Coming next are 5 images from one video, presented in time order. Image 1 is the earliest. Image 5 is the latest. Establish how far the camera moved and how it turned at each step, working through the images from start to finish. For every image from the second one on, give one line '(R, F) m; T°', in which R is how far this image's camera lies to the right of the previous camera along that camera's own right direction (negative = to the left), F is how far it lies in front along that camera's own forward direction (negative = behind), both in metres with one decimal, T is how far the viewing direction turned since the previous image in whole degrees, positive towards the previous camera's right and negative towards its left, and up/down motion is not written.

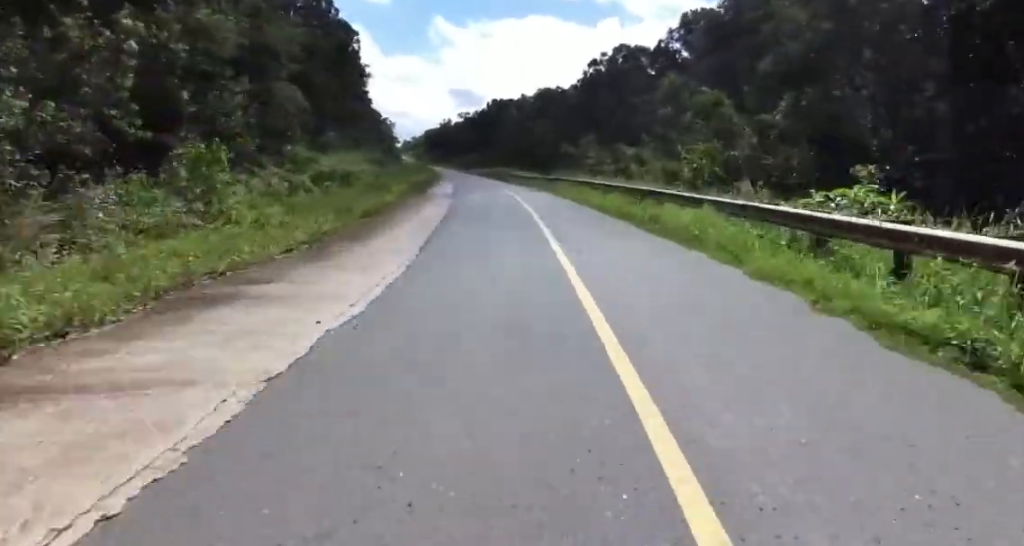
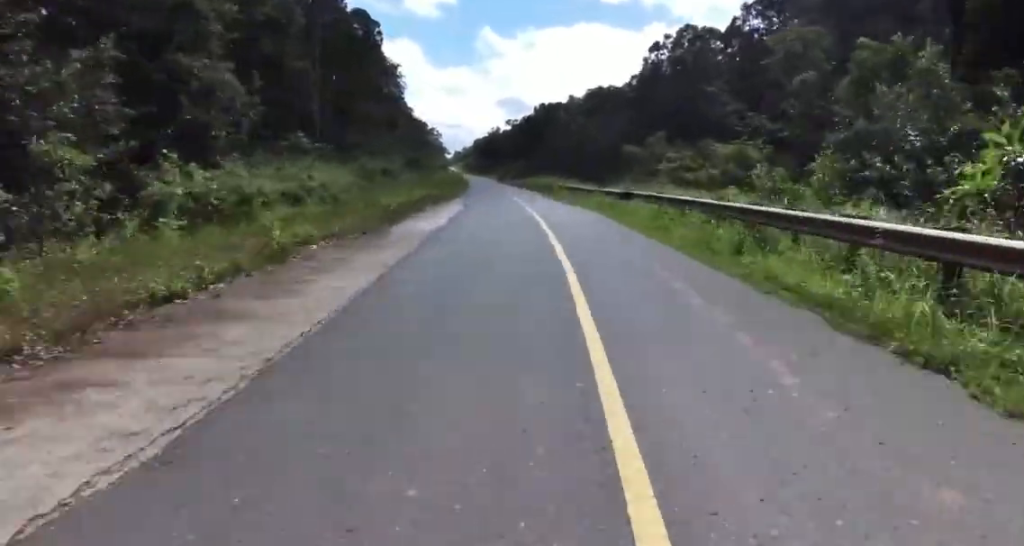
(-0.2, +15.6) m; -3°
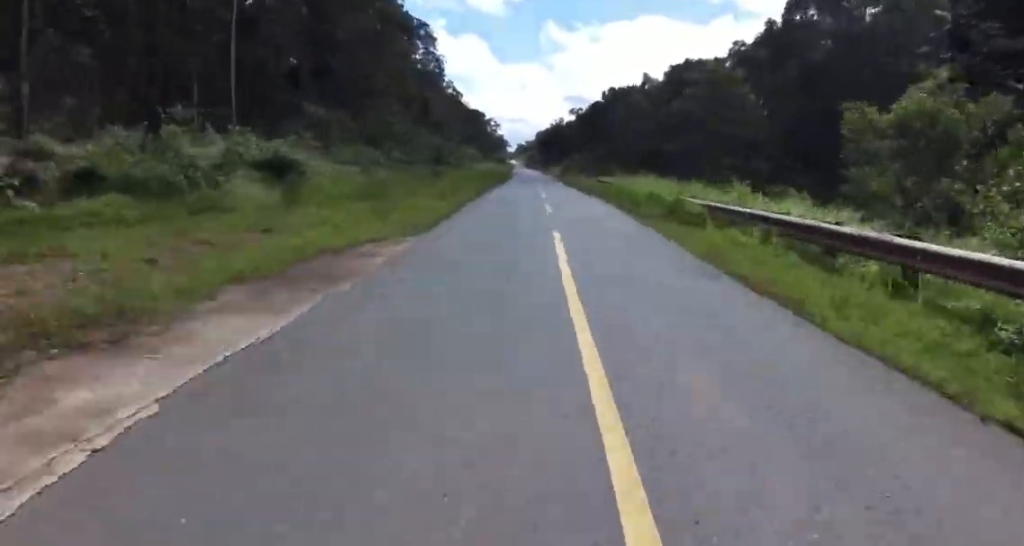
(-1.5, +28.6) m; -5°
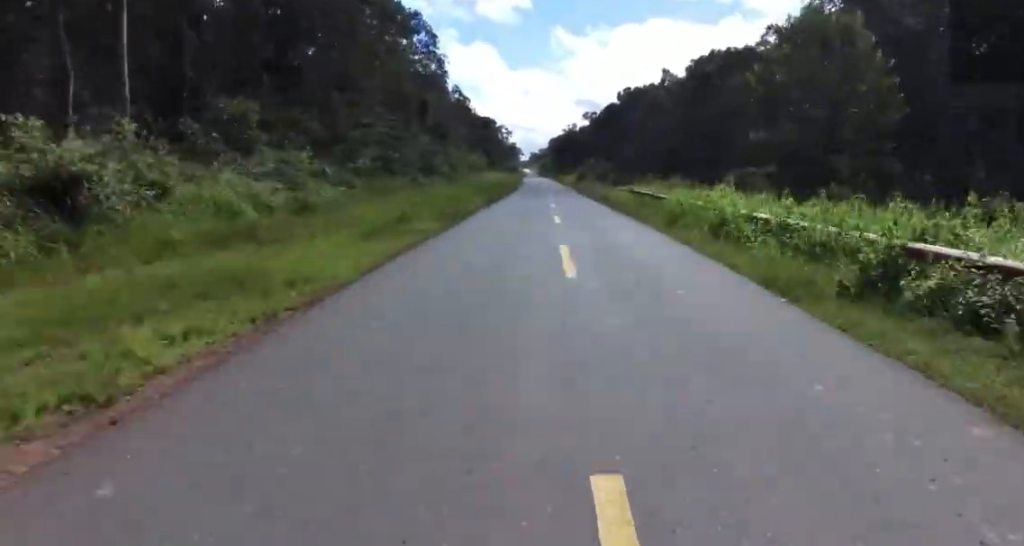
(-0.2, +11.0) m; -1°
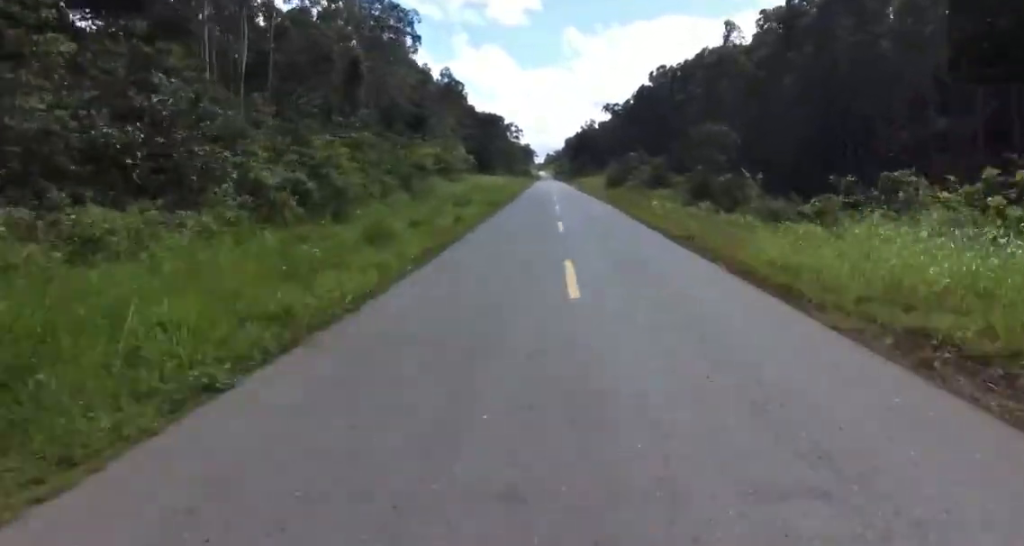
(+0.1, +34.7) m; -1°
